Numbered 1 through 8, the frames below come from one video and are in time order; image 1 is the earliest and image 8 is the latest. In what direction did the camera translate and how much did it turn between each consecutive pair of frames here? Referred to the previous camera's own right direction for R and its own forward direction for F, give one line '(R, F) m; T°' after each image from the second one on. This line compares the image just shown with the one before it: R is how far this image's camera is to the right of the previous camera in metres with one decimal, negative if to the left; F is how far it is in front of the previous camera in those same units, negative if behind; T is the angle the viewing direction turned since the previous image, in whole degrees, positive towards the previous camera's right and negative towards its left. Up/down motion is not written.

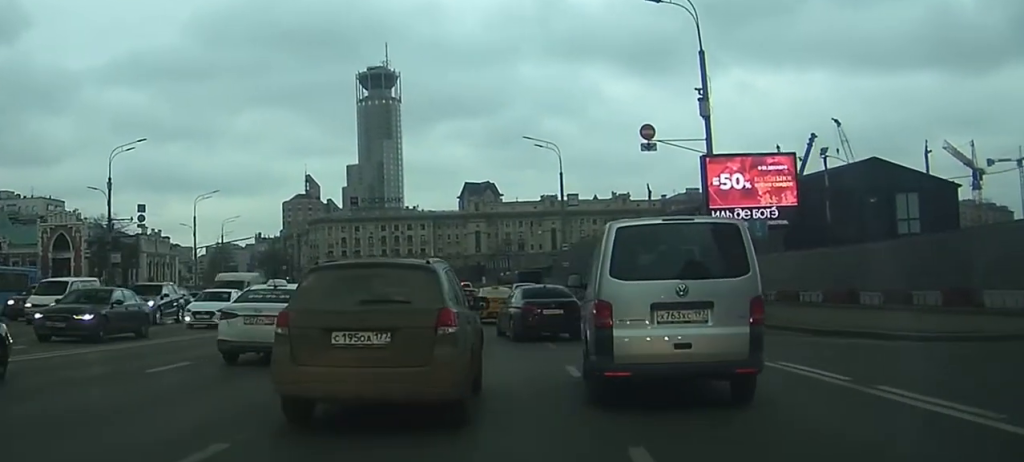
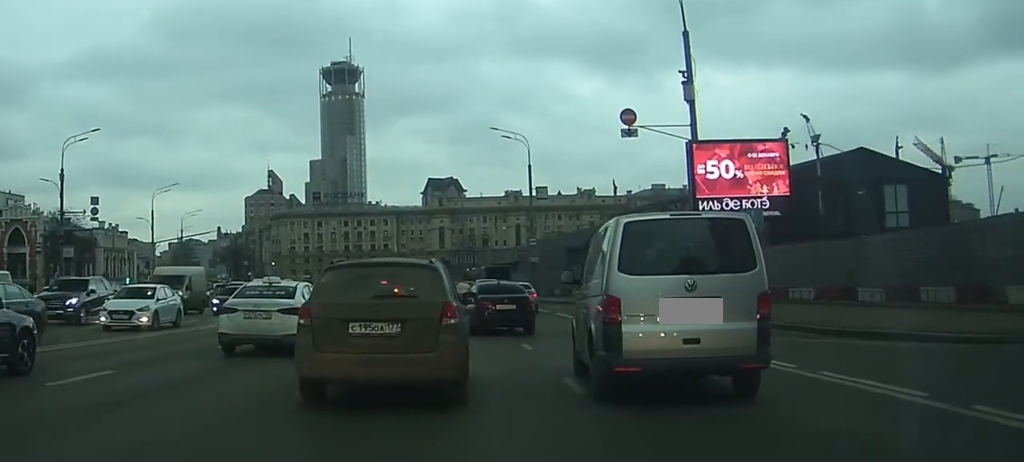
(0.0, +2.4) m; +2°
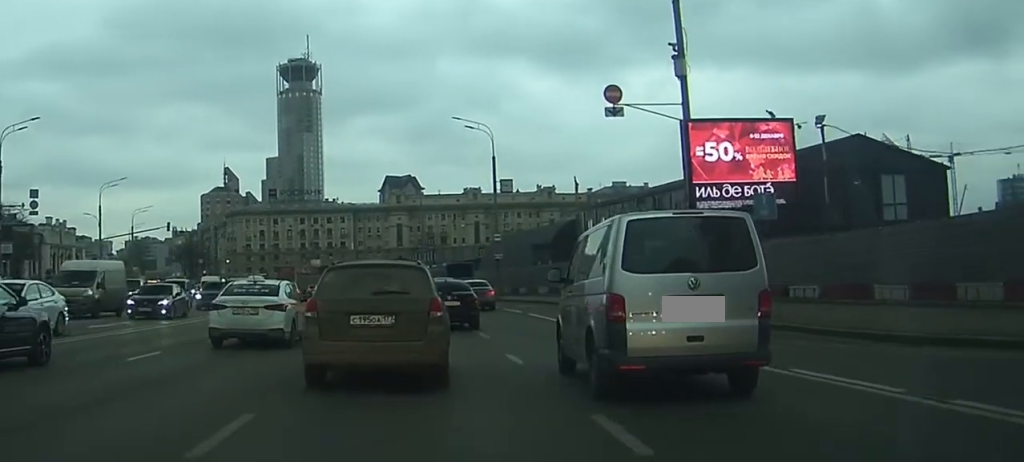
(0.0, +3.7) m; +4°
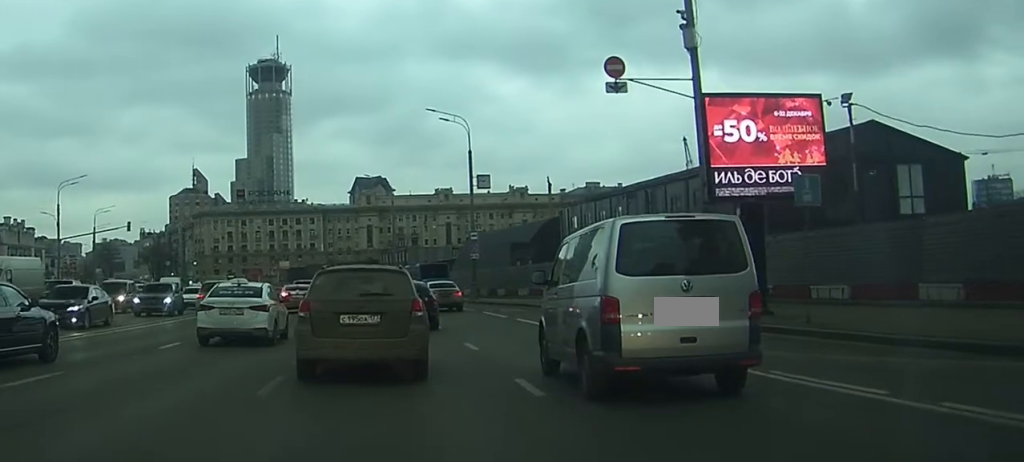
(+0.2, +3.9) m; +2°
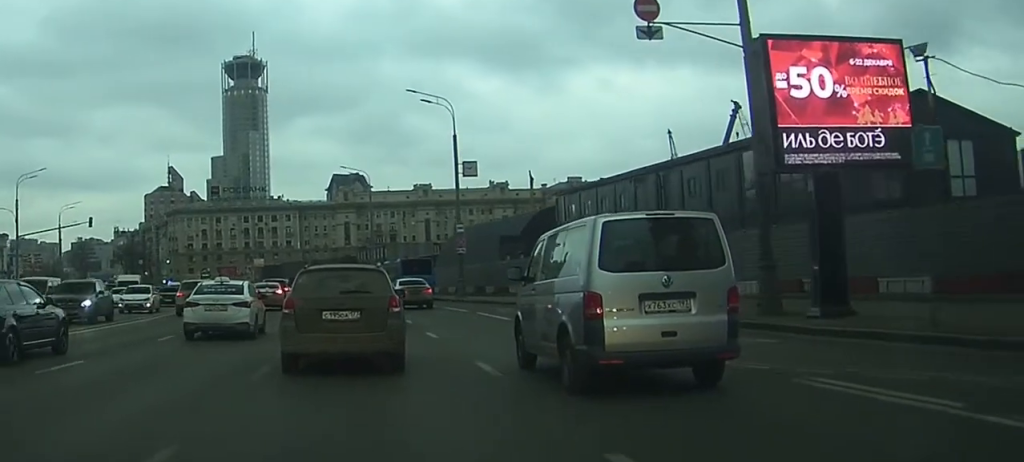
(+0.1, +5.2) m; 0°
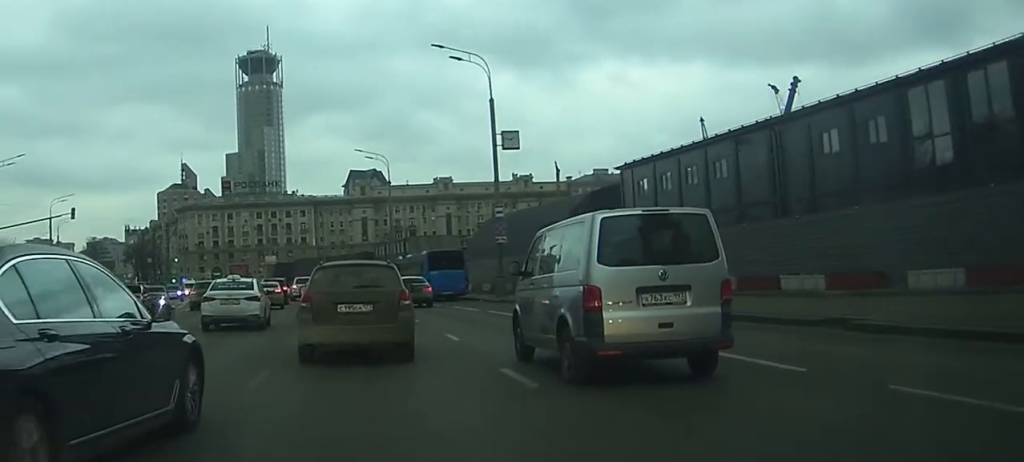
(0.0, +10.0) m; 0°
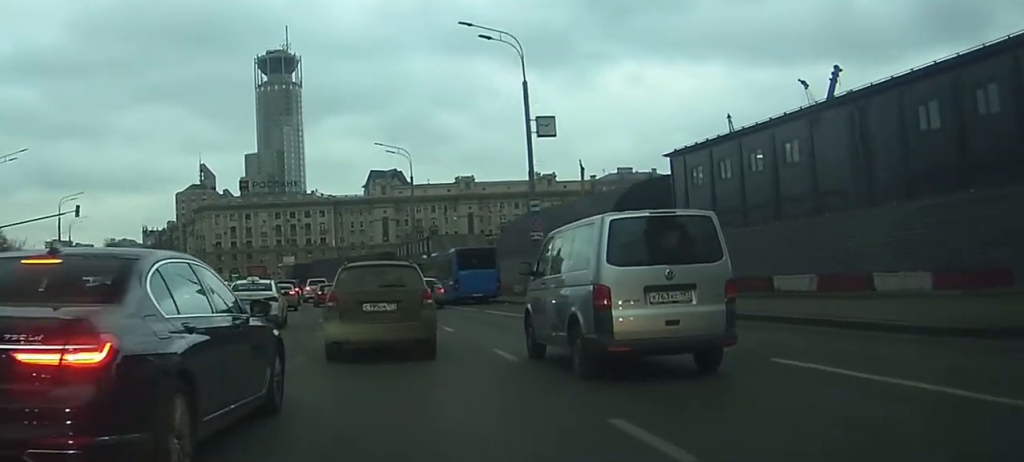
(0.0, +4.4) m; 0°
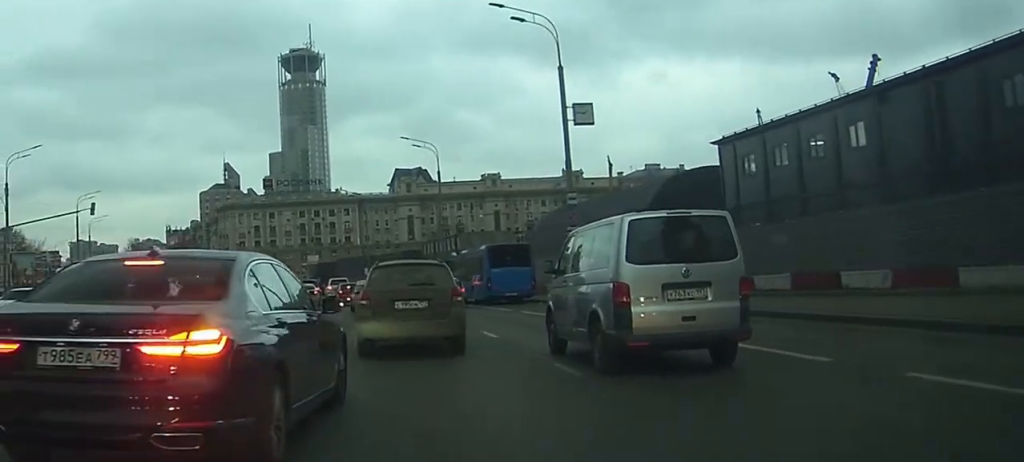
(0.0, +2.8) m; 0°
